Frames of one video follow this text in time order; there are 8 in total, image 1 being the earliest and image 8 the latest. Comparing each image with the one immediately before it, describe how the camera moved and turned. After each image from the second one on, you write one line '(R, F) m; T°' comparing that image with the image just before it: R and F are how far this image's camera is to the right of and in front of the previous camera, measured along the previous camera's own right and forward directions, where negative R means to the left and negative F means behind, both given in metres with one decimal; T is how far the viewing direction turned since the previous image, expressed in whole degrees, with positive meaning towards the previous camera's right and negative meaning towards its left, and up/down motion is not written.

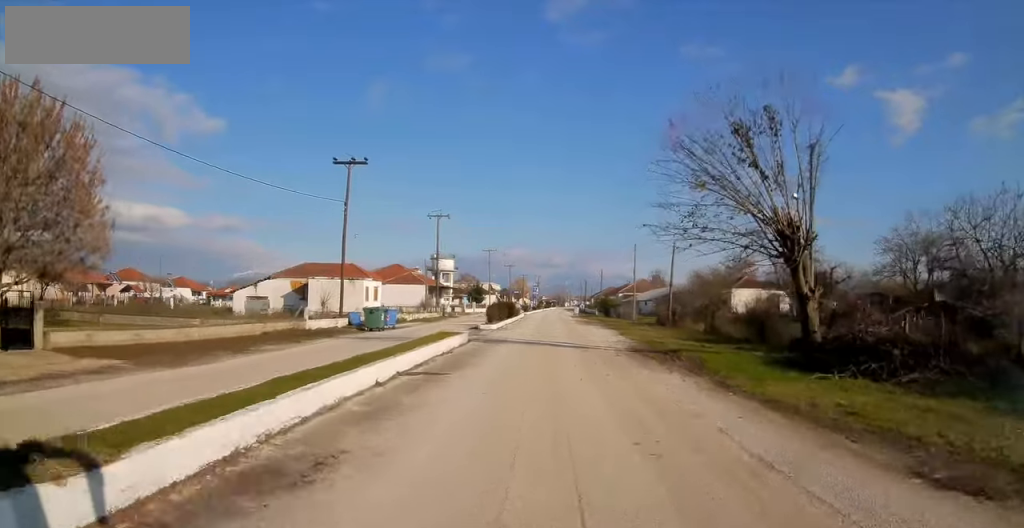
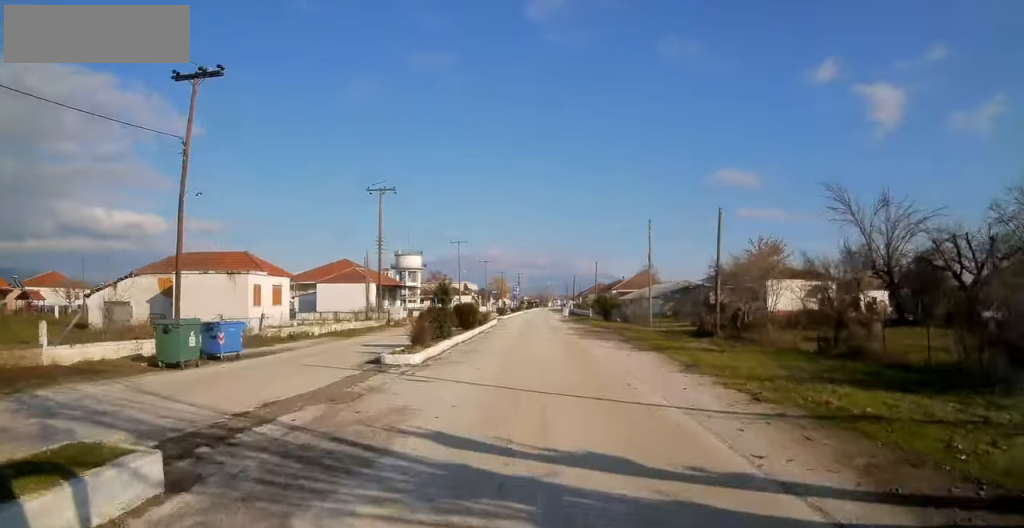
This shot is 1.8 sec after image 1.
(+0.7, +18.3) m; +4°
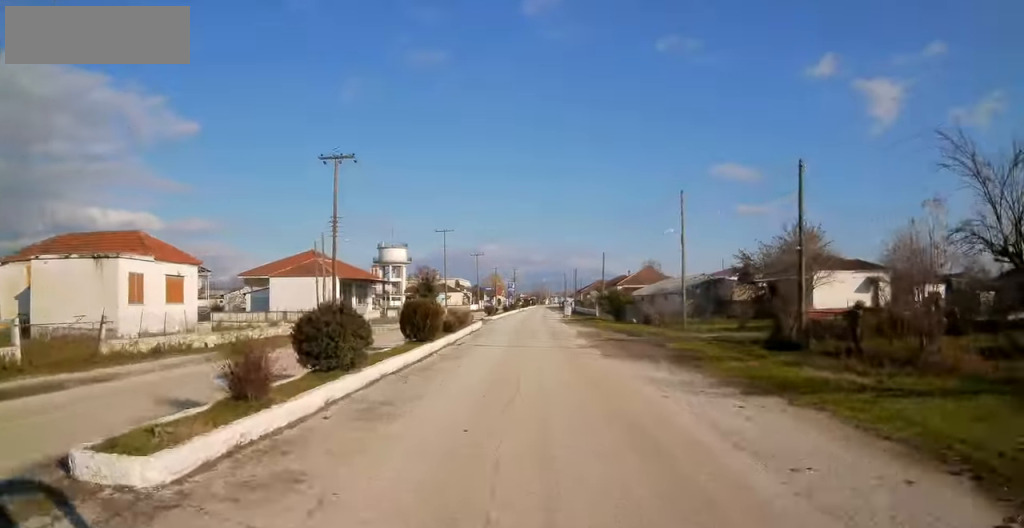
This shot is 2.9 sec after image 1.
(-0.3, +11.4) m; -2°
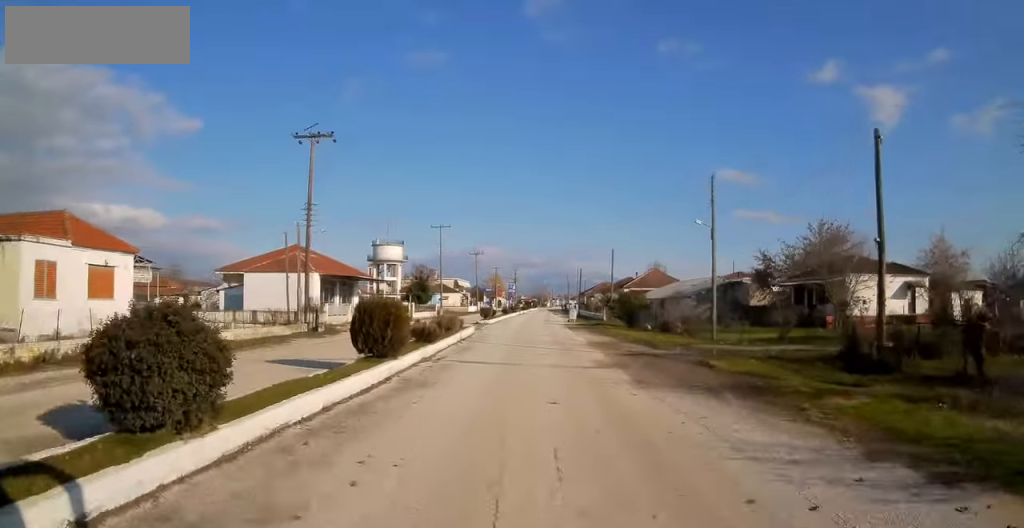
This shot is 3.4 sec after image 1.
(0.0, +5.5) m; 0°
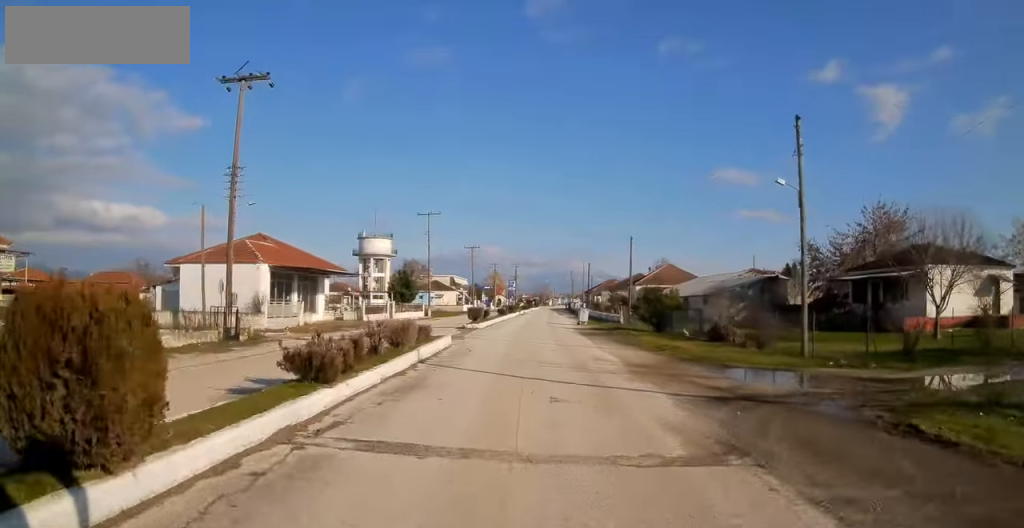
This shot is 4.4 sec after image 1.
(0.0, +10.0) m; 0°
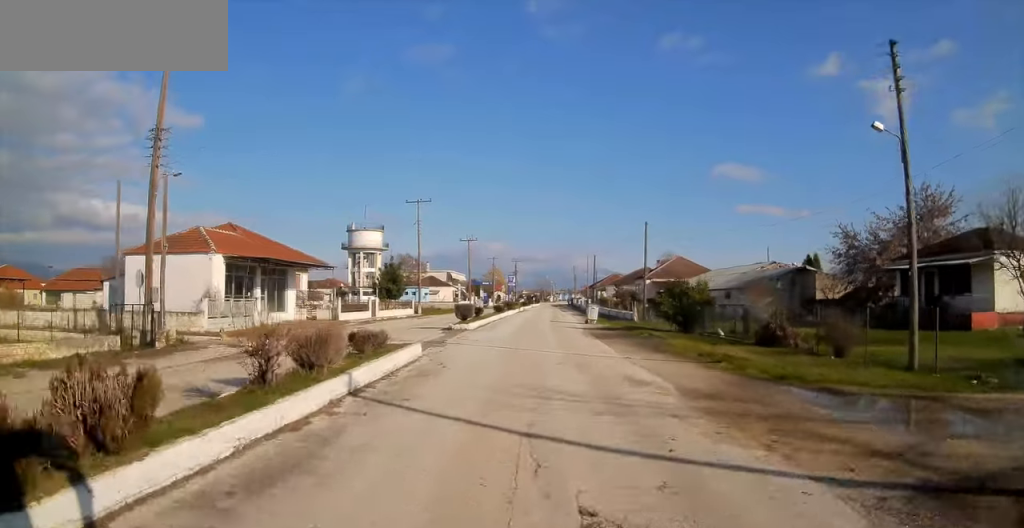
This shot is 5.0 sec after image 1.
(0.0, +6.2) m; 0°
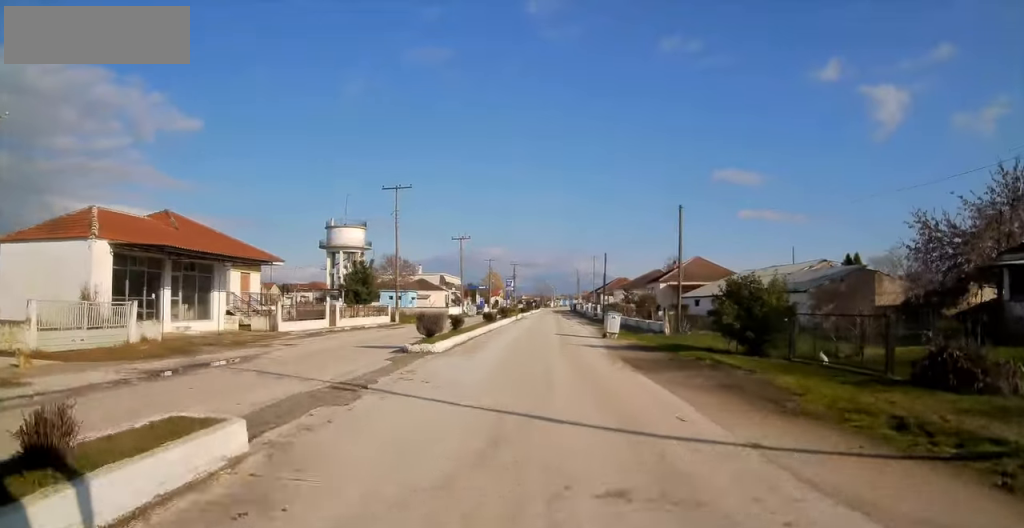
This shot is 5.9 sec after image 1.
(+0.1, +9.9) m; 0°
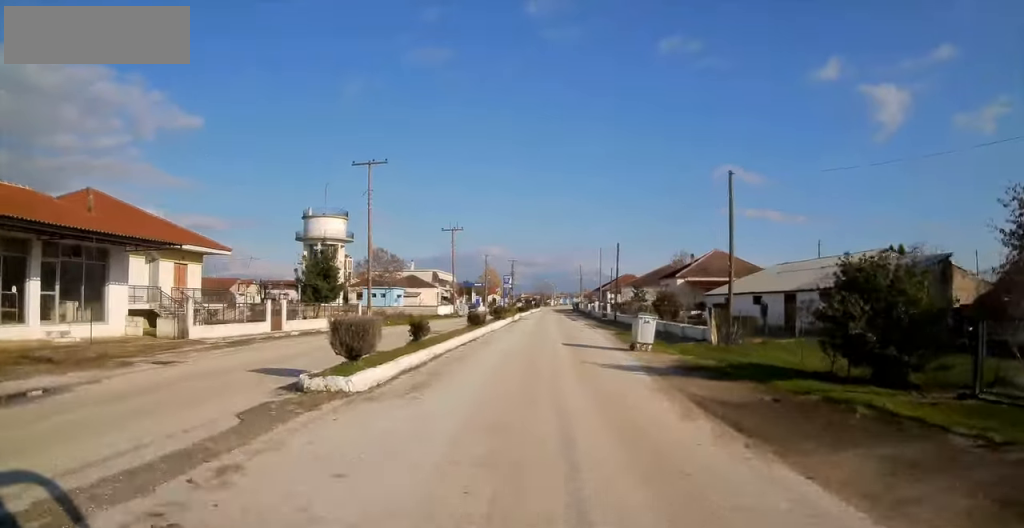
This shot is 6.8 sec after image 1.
(0.0, +8.5) m; +2°
